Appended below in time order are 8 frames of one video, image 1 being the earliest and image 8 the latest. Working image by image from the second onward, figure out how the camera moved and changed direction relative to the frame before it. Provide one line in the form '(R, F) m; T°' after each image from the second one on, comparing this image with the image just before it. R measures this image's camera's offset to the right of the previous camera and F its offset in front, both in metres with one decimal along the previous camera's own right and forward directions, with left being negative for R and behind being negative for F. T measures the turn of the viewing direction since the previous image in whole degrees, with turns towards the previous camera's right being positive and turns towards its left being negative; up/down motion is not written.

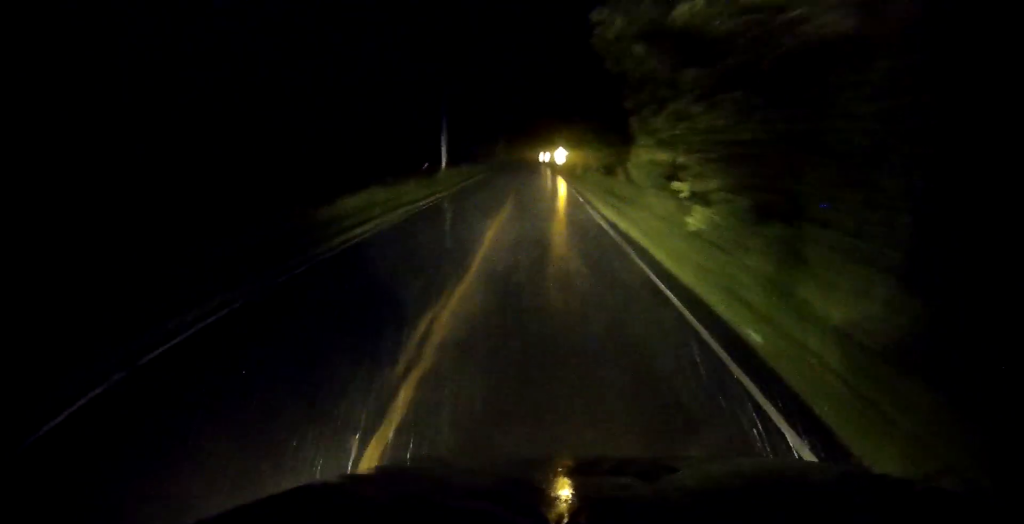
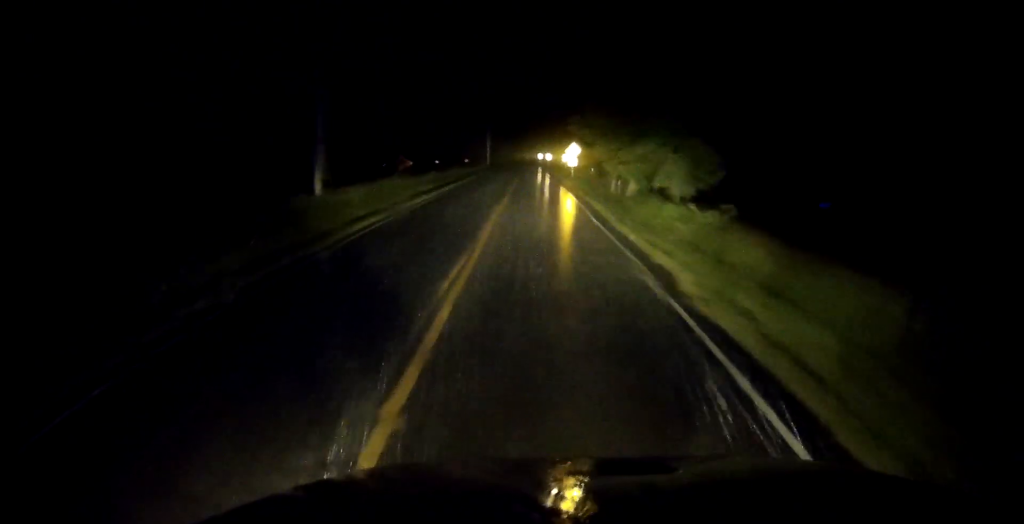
(-0.6, +32.5) m; -3°
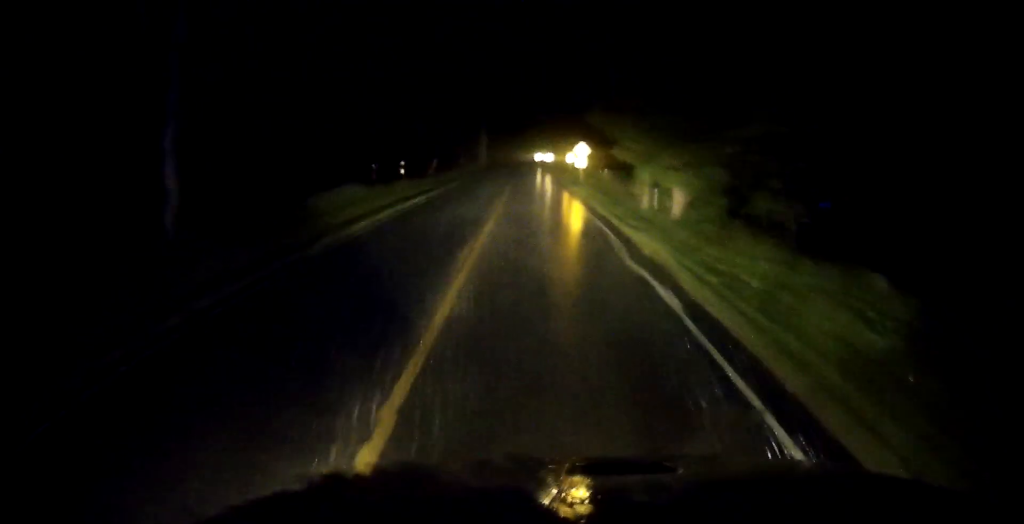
(-0.3, +10.5) m; 0°
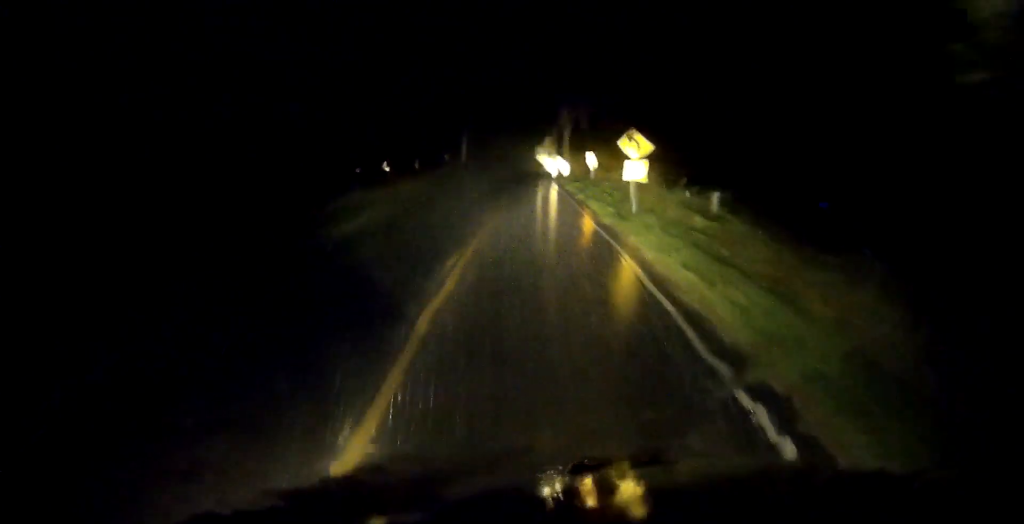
(+0.7, +24.4) m; +2°
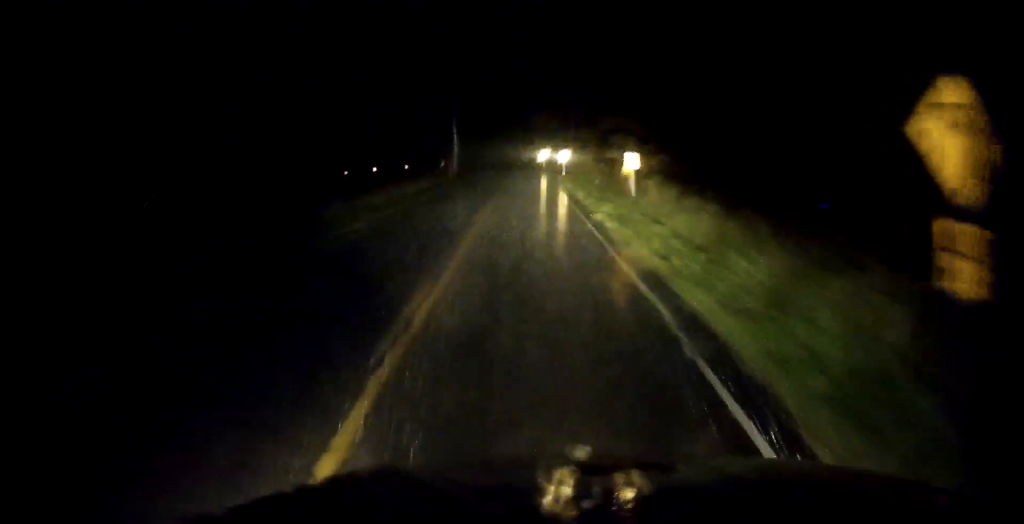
(+0.1, +16.5) m; +1°
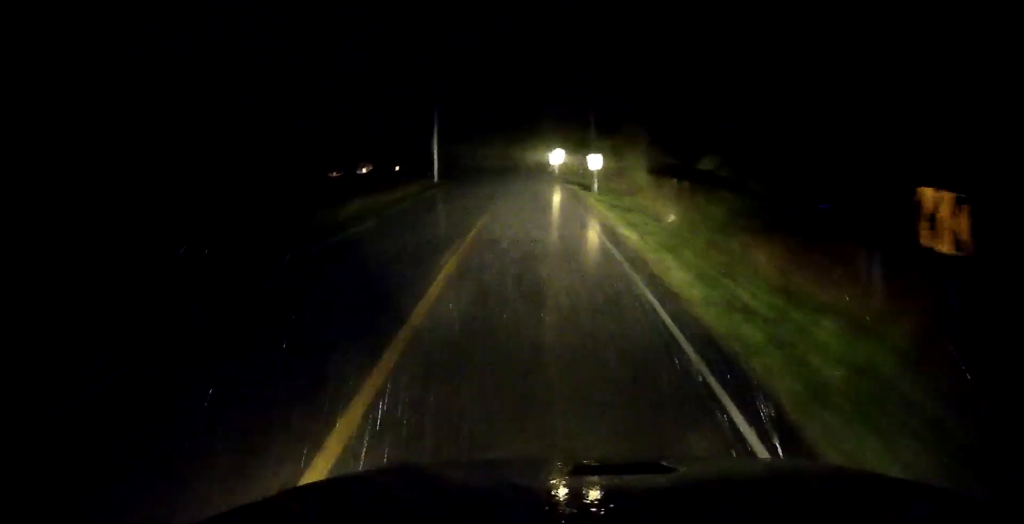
(+0.1, +19.1) m; -1°
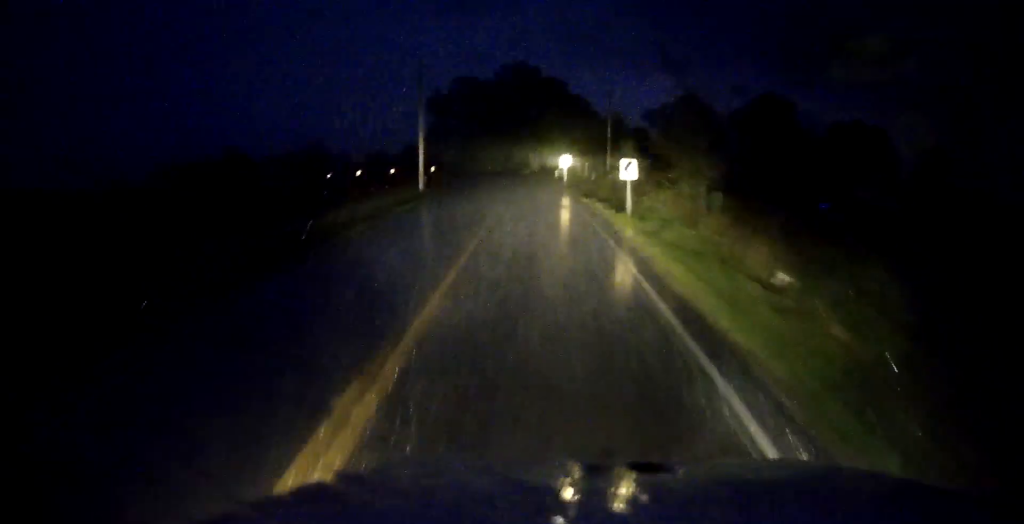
(0.0, +8.6) m; -1°
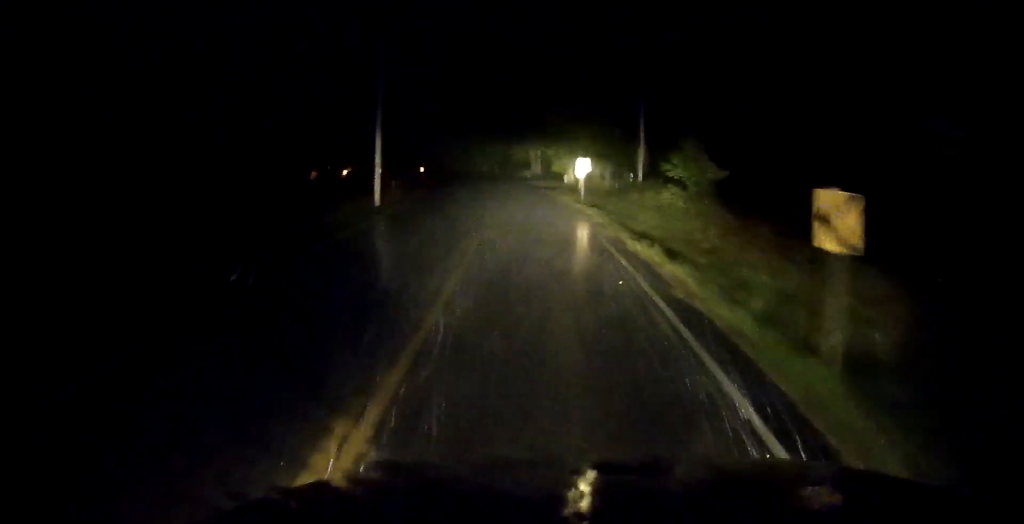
(-0.3, +13.2) m; -1°
